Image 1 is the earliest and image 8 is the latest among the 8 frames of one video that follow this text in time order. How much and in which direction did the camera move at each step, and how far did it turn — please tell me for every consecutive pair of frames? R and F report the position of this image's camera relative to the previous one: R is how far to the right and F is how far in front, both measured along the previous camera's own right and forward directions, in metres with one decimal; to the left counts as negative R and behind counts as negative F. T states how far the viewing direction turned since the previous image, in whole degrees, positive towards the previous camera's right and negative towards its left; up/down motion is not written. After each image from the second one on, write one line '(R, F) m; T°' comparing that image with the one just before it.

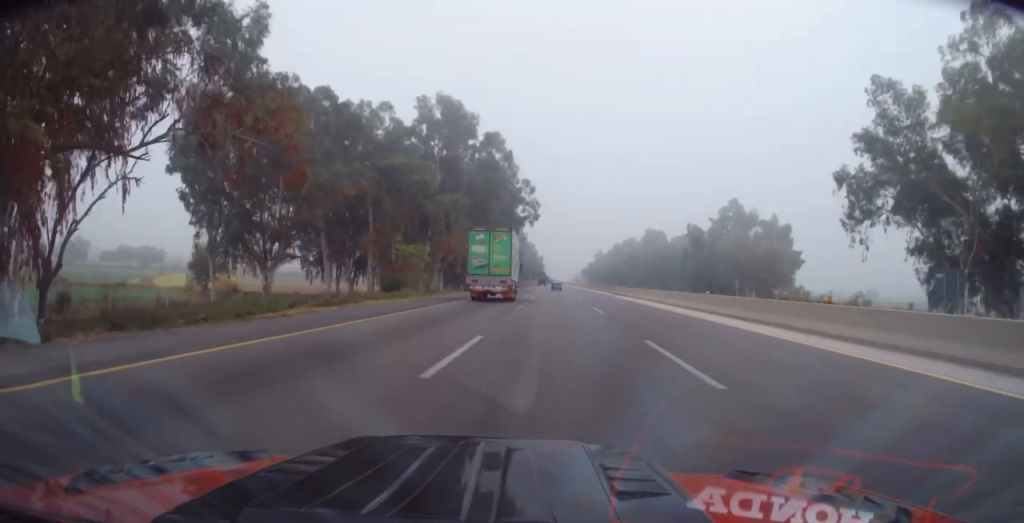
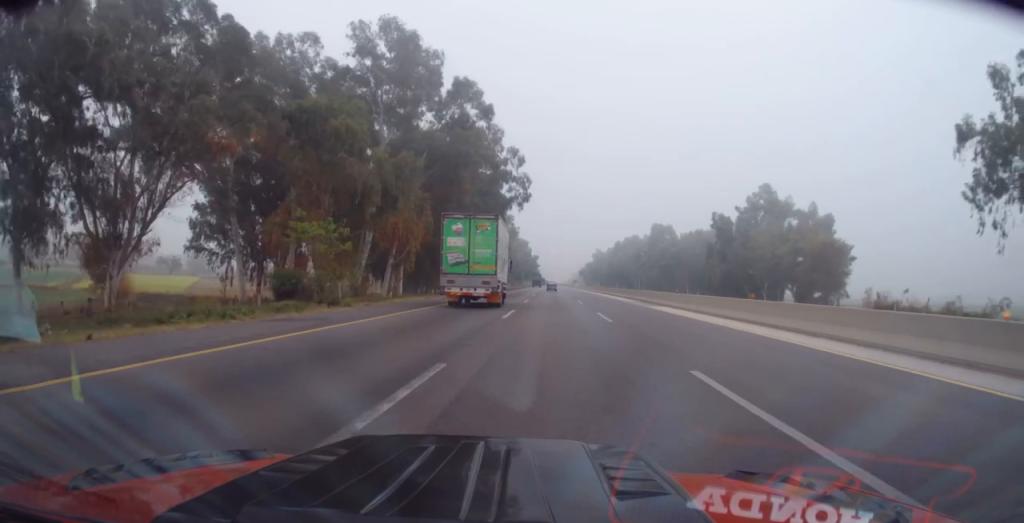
(0.0, +22.5) m; 0°
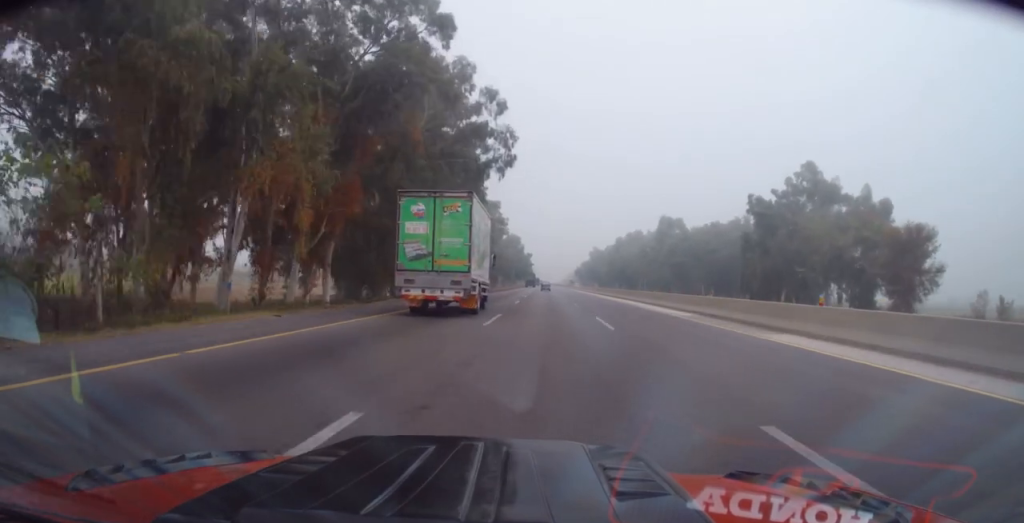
(+0.3, +21.6) m; 0°
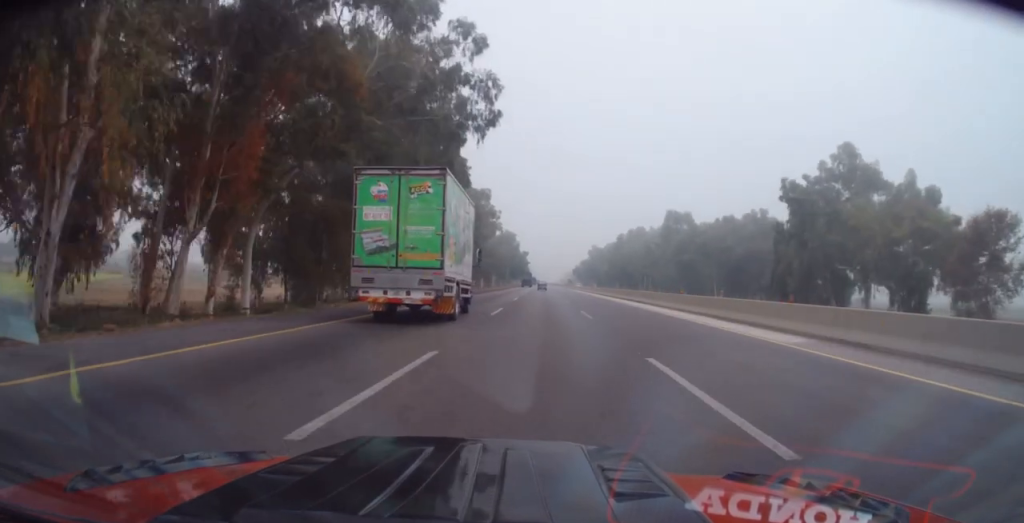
(-0.2, +12.9) m; 0°
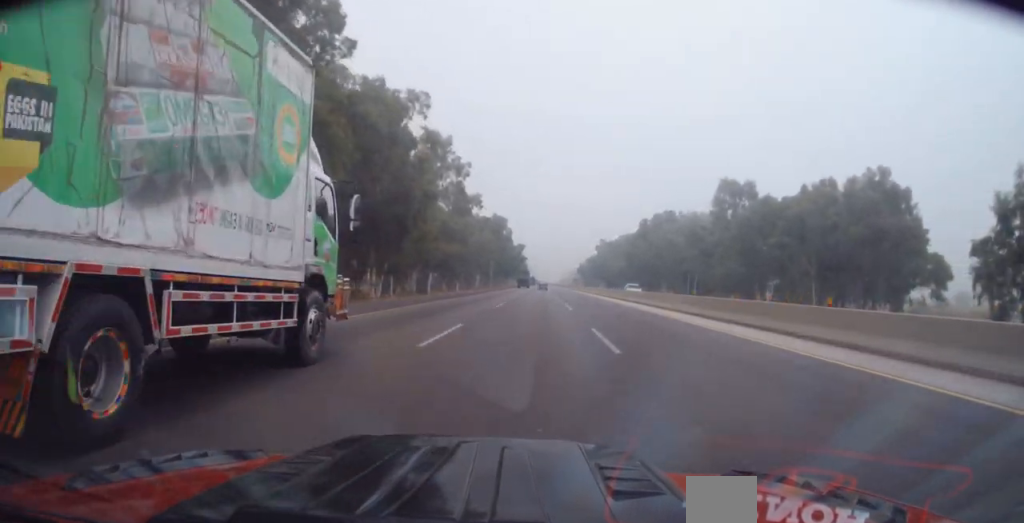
(-0.1, +47.3) m; 0°
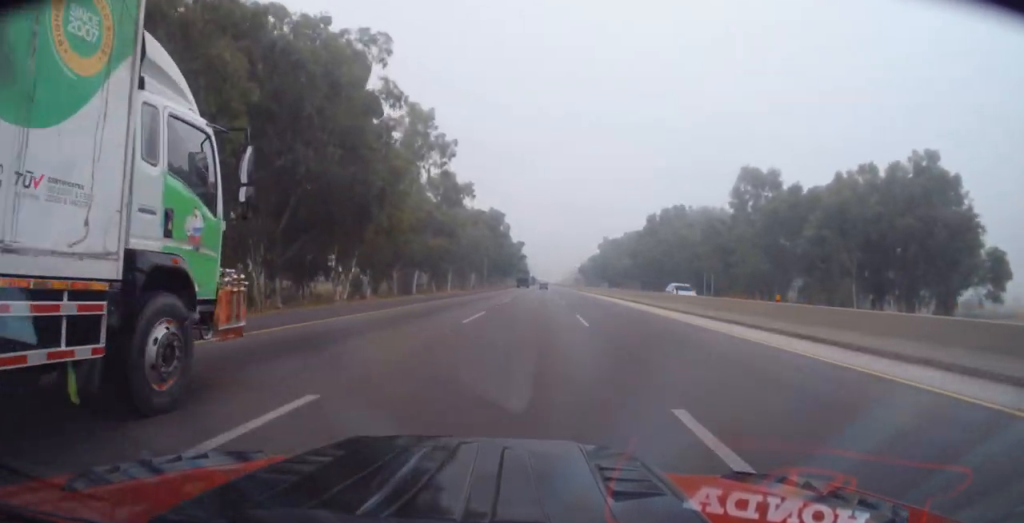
(-0.3, +11.1) m; 0°
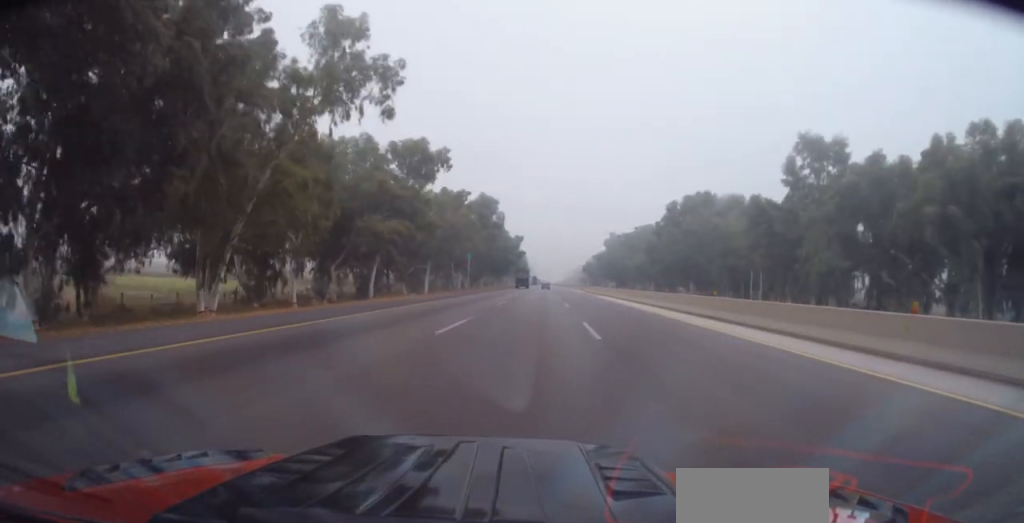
(+0.3, +22.1) m; 0°
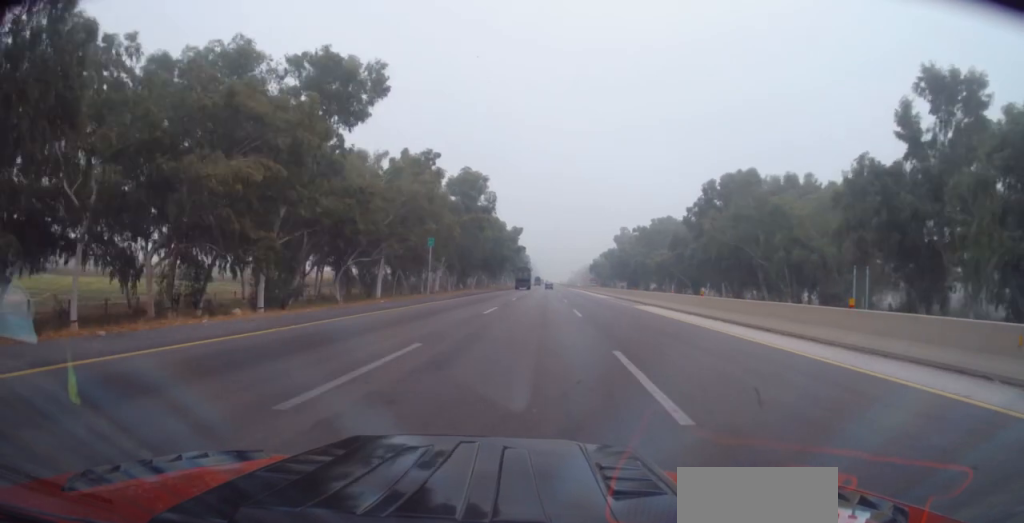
(-0.3, +27.1) m; 0°
